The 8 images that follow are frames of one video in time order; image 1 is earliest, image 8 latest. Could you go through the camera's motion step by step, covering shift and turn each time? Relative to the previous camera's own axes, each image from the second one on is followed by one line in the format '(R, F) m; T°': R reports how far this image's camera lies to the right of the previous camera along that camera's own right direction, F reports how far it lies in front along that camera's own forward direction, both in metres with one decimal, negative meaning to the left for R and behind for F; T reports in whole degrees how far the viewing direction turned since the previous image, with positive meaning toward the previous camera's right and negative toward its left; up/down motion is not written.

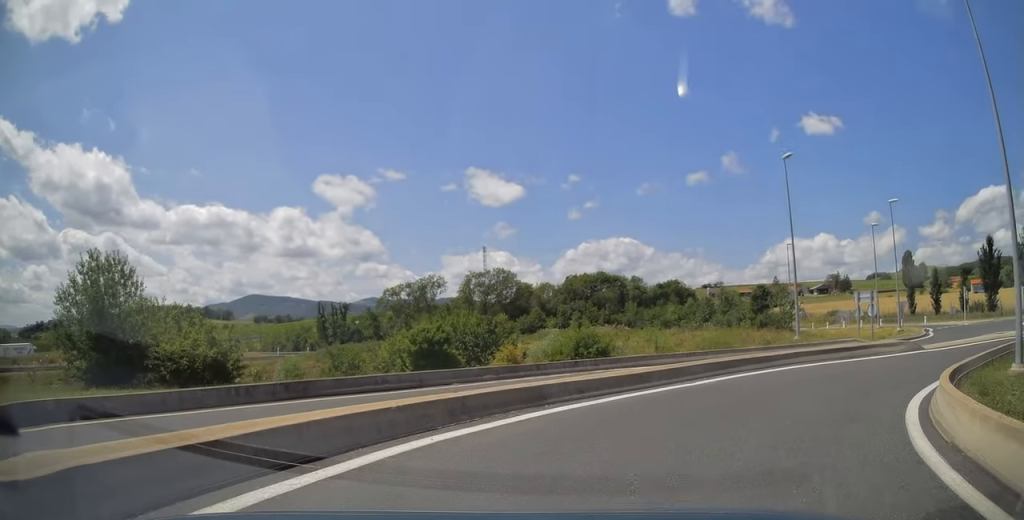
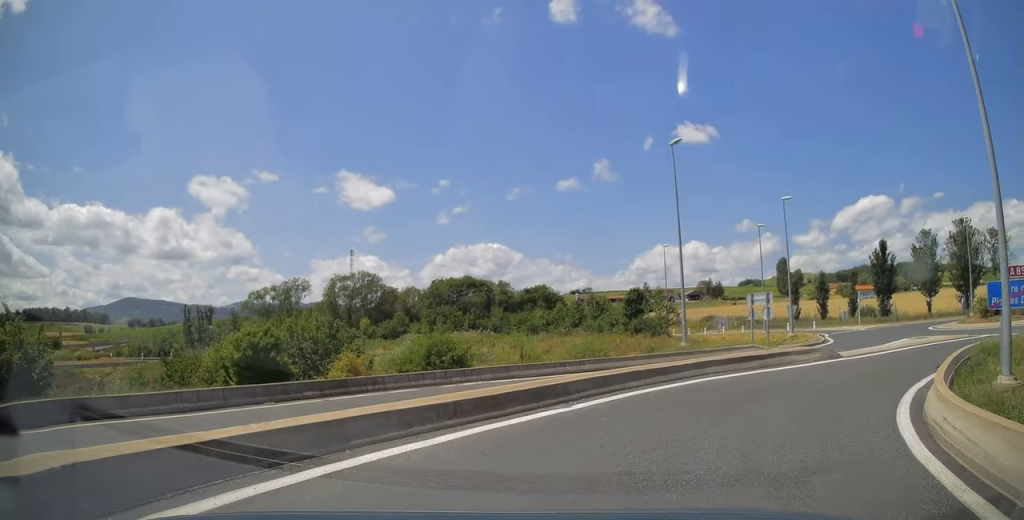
(+0.4, +3.7) m; +13°
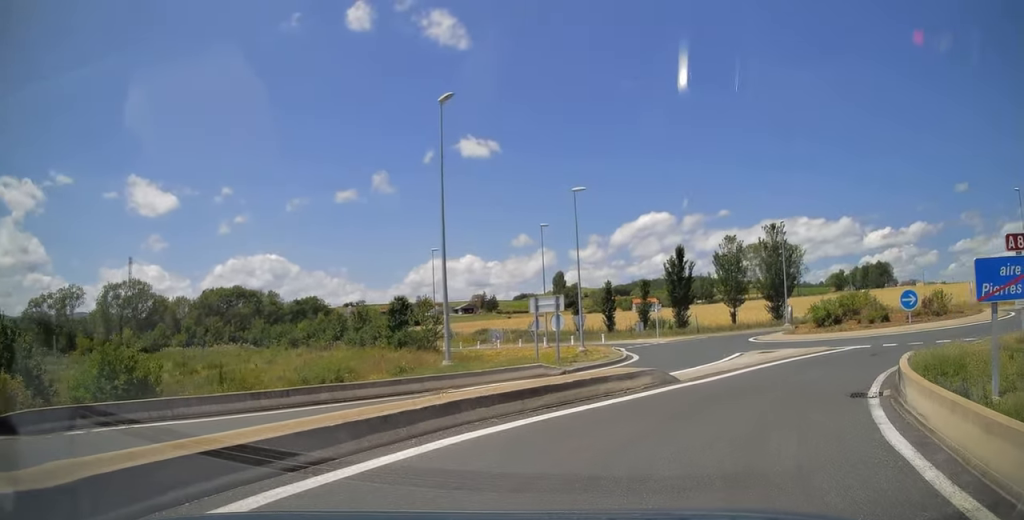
(+1.5, +6.6) m; +22°
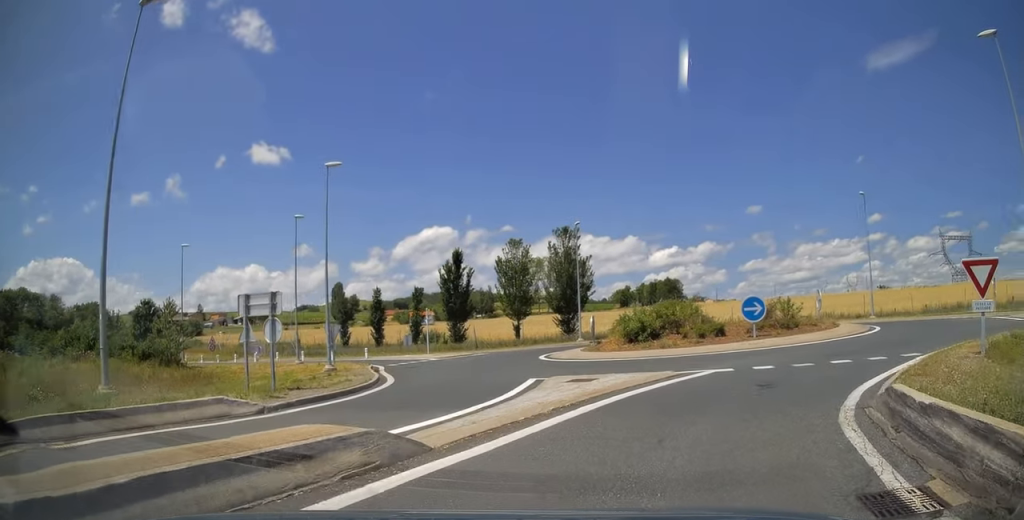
(+1.3, +7.2) m; +21°
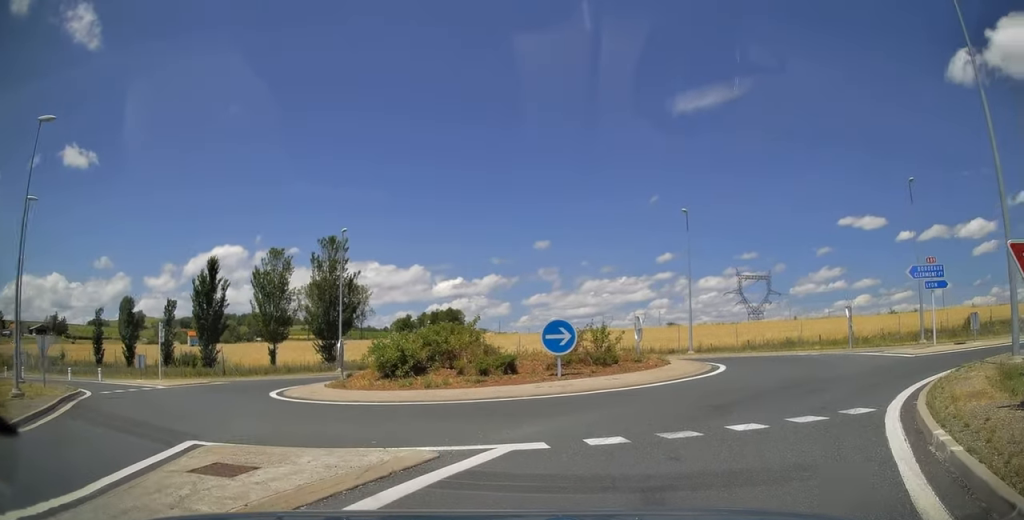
(+1.4, +7.1) m; +22°
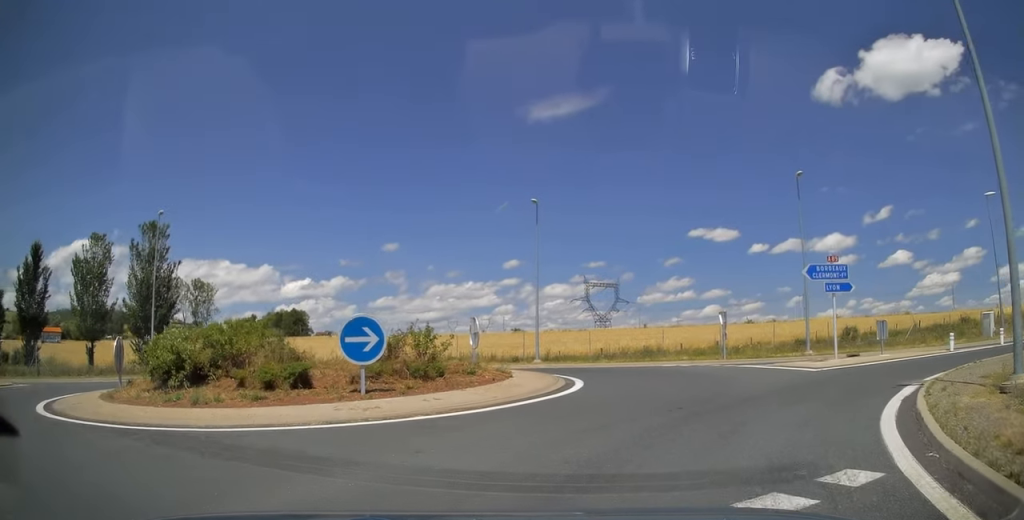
(+0.6, +4.6) m; +11°
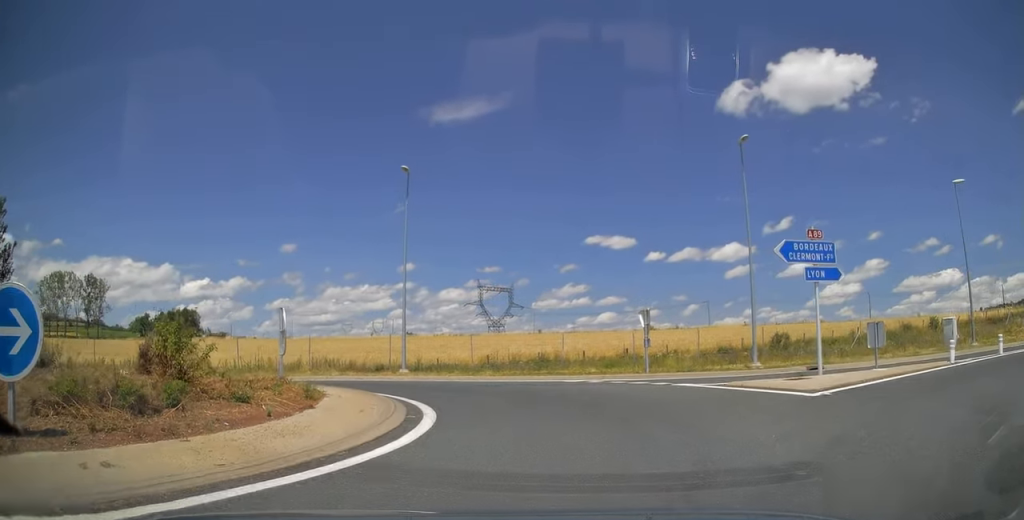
(+0.8, +7.0) m; +10°
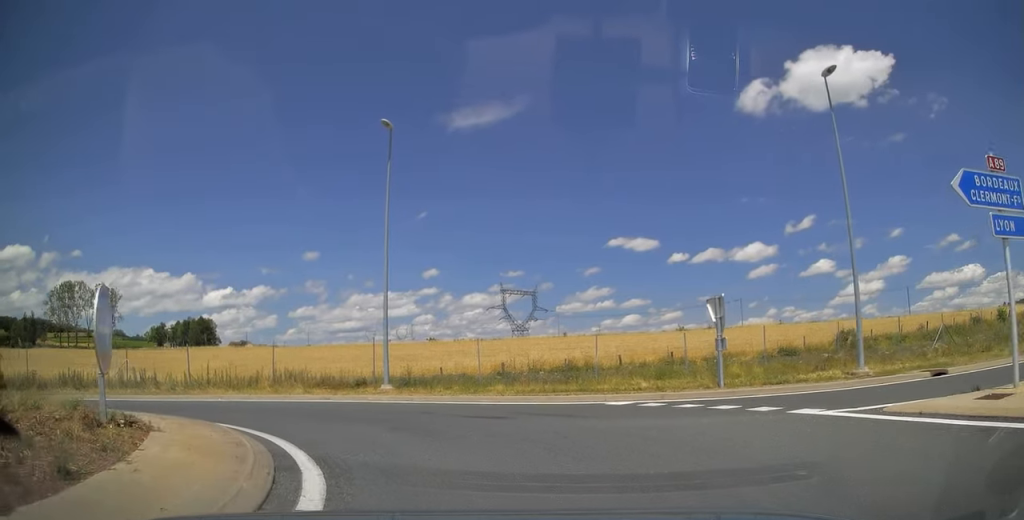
(+0.2, +6.5) m; -4°
